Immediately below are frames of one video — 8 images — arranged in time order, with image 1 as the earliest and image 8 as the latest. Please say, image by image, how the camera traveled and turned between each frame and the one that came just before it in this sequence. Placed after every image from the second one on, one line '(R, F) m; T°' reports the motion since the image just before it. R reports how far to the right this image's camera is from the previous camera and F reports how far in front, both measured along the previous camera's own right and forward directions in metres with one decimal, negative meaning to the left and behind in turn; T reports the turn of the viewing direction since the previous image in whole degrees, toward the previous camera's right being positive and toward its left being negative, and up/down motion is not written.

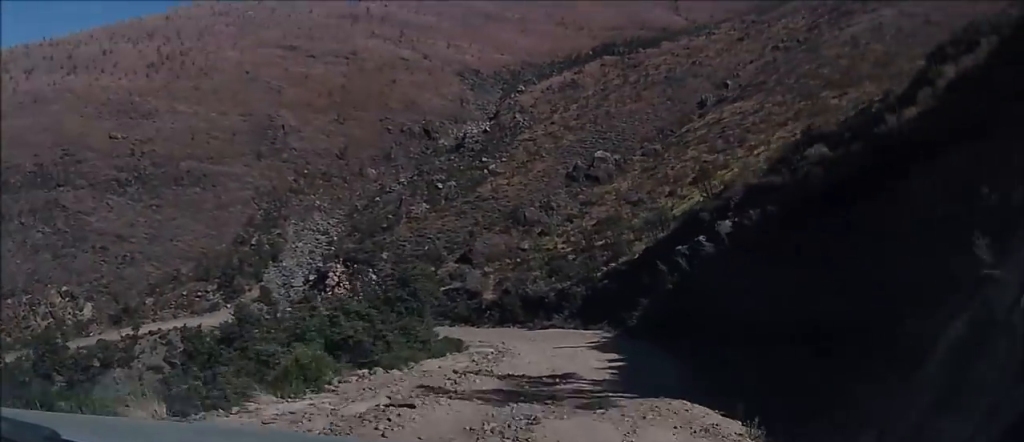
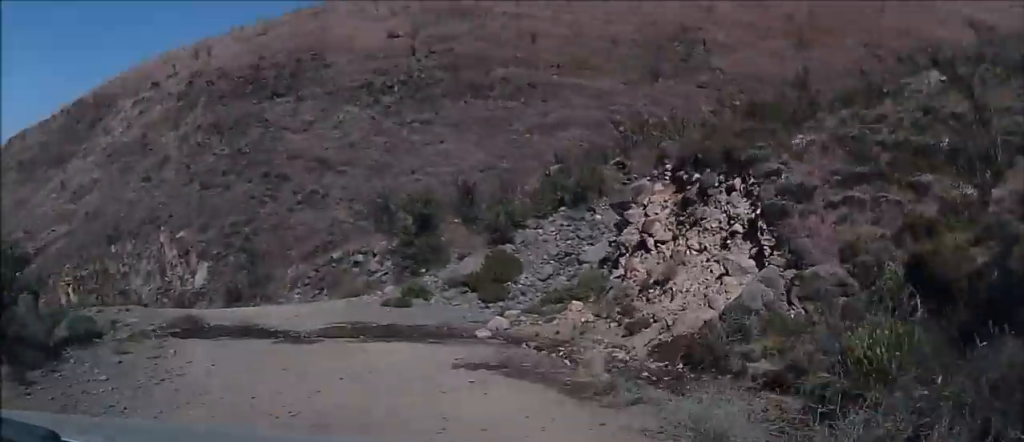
(-13.4, +43.1) m; -58°
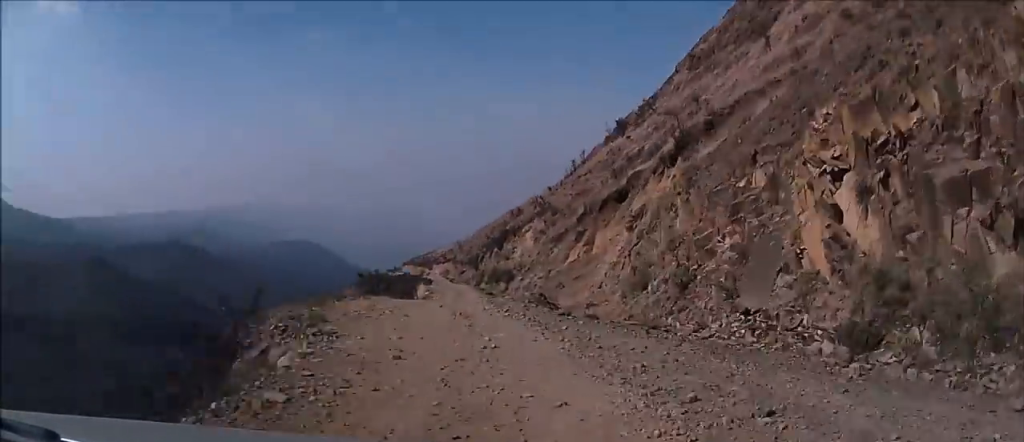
(-26.1, +43.2) m; -38°
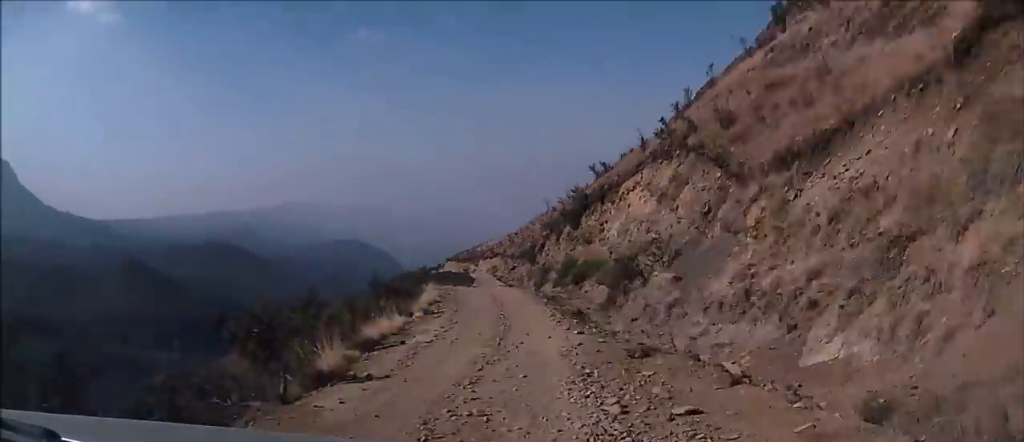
(-1.4, +28.8) m; -4°
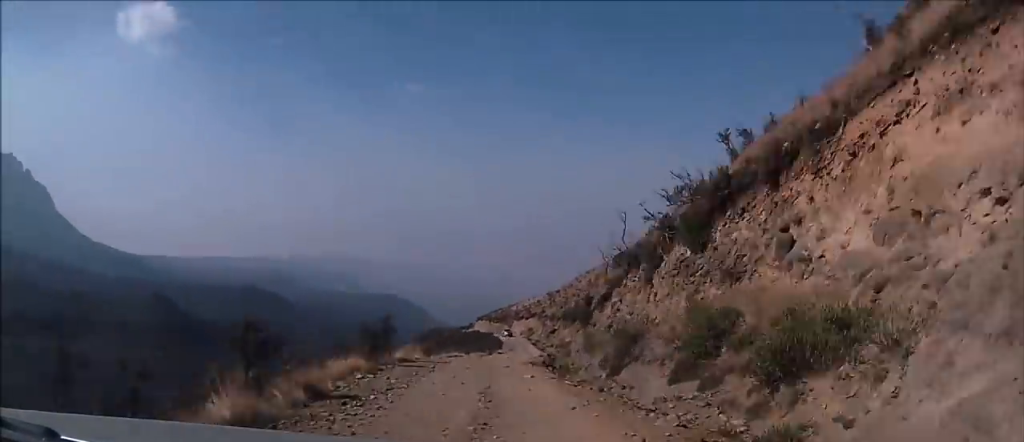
(-0.4, +20.2) m; 0°
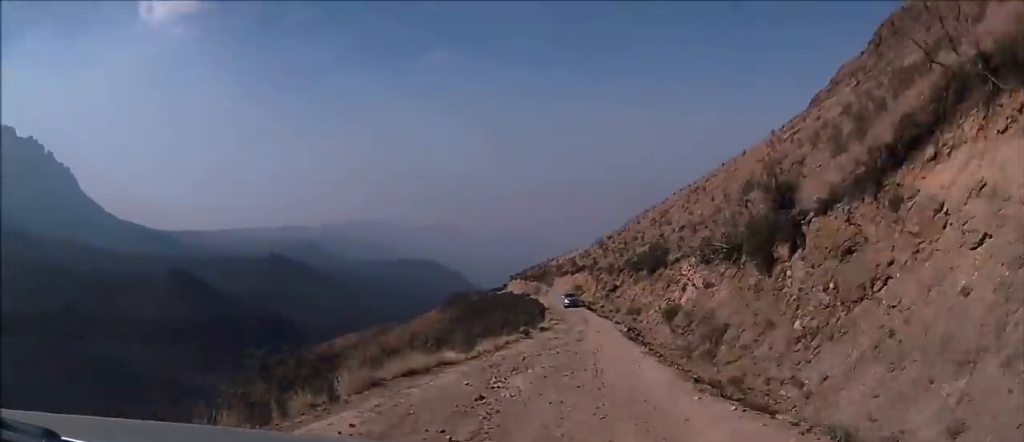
(-0.8, +27.3) m; 0°
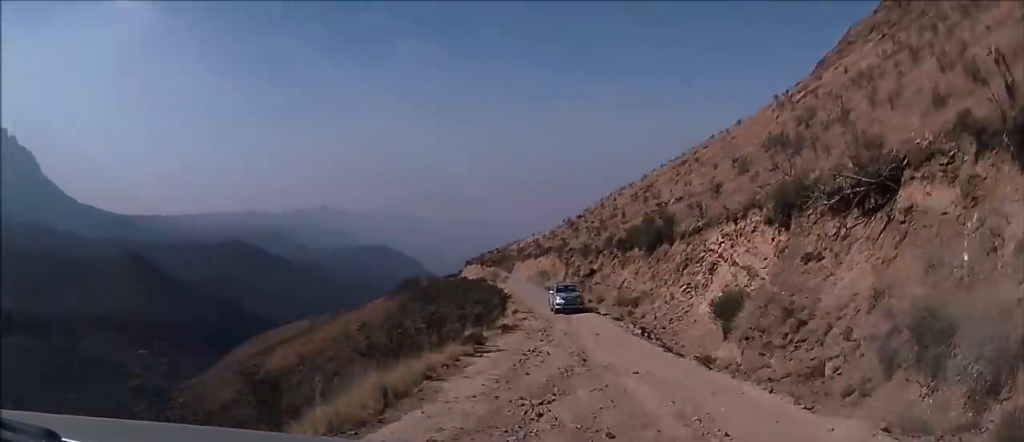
(+0.6, +20.3) m; 0°
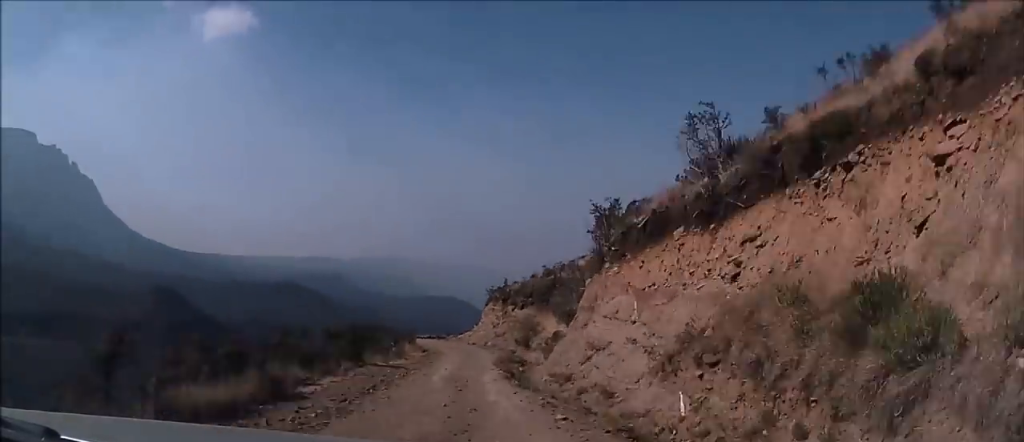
(-5.6, +110.4) m; -9°
